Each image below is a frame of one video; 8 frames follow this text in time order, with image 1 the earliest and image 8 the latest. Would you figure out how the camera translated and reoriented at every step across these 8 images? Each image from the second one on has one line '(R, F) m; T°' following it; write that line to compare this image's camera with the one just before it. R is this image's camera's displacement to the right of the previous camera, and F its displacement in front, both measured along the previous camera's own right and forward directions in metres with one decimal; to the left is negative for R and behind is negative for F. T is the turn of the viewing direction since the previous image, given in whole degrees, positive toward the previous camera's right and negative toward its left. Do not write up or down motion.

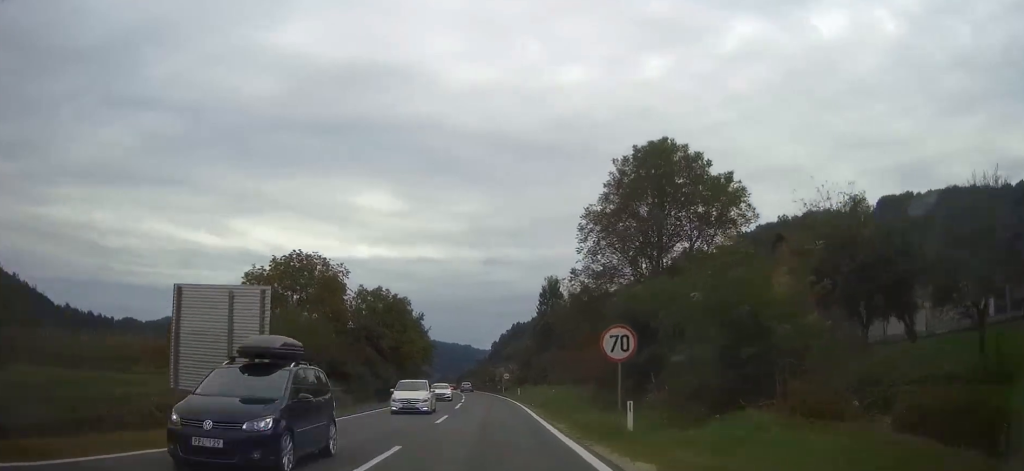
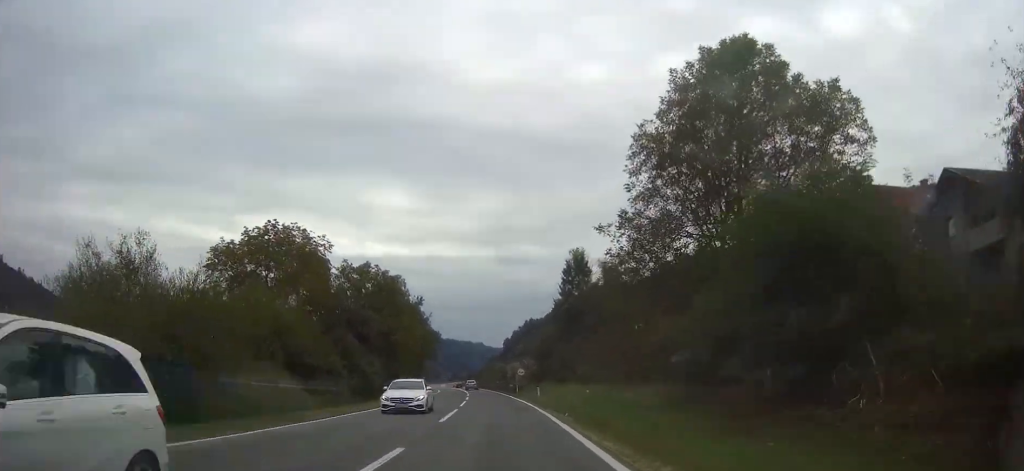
(-0.2, +15.7) m; -1°
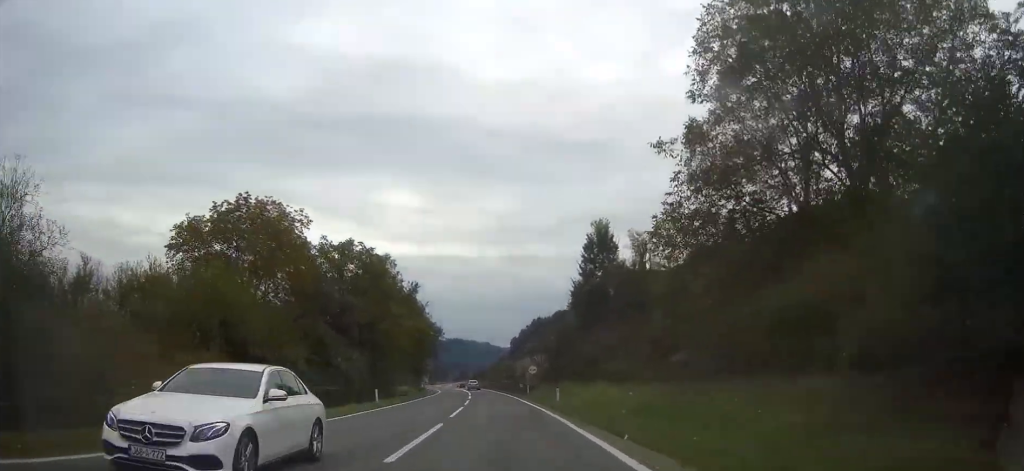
(-0.1, +11.5) m; -1°
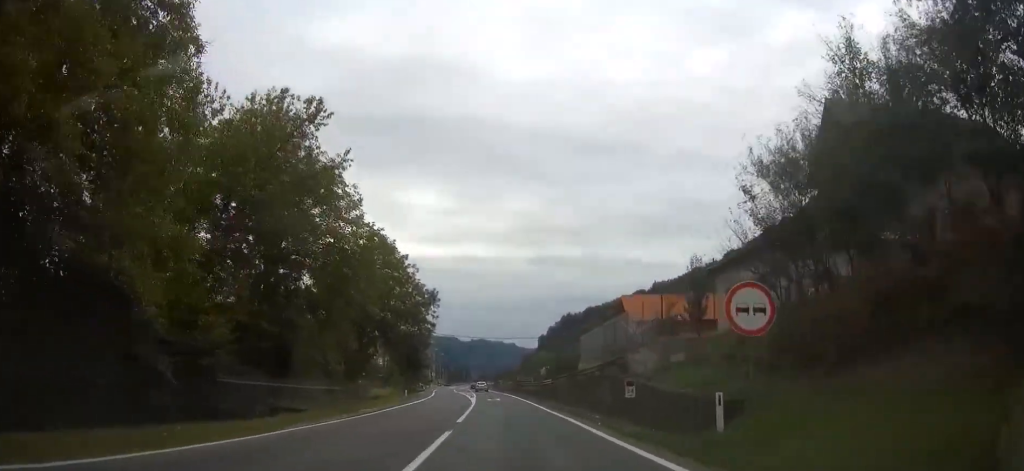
(-0.9, +47.9) m; -2°
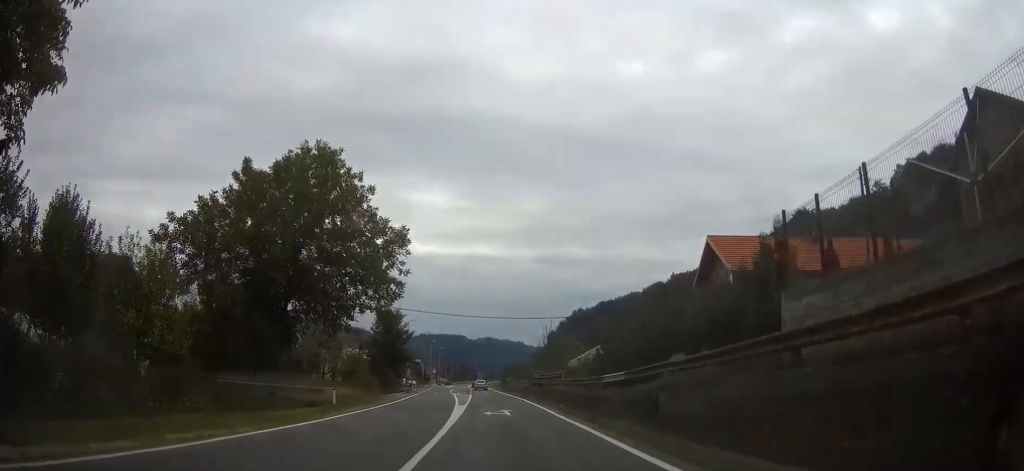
(-0.1, +27.1) m; -1°
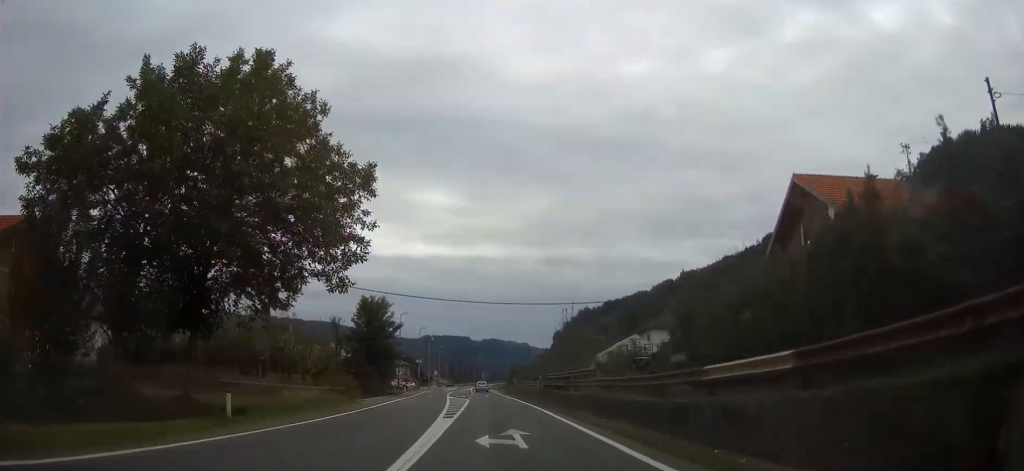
(0.0, +12.9) m; 0°
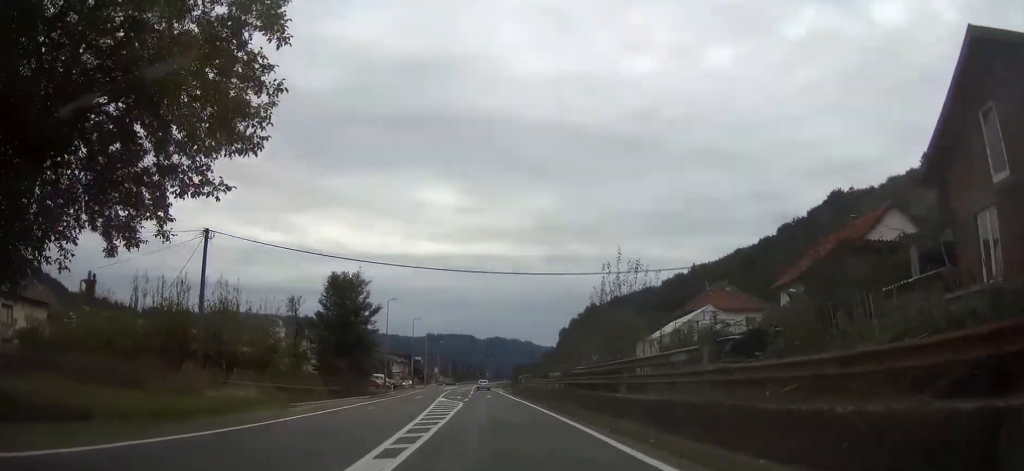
(0.0, +14.2) m; 0°
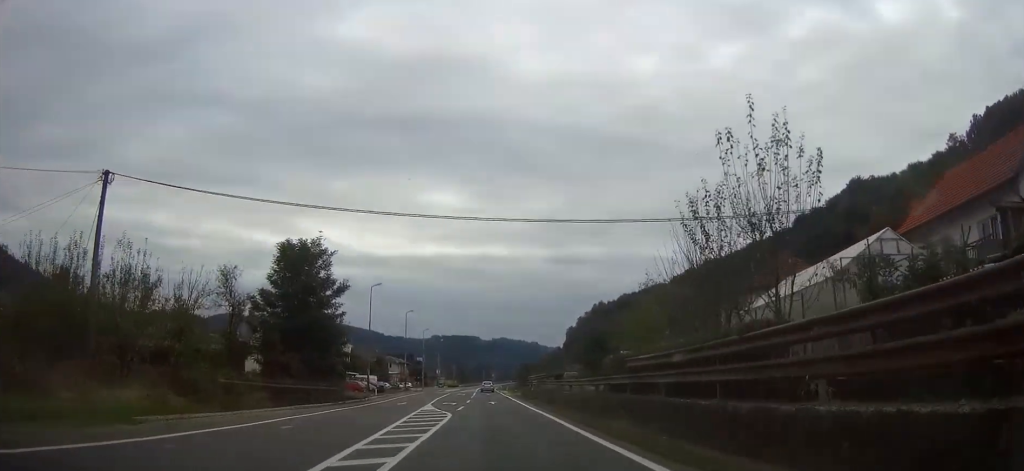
(-0.1, +13.5) m; 0°
